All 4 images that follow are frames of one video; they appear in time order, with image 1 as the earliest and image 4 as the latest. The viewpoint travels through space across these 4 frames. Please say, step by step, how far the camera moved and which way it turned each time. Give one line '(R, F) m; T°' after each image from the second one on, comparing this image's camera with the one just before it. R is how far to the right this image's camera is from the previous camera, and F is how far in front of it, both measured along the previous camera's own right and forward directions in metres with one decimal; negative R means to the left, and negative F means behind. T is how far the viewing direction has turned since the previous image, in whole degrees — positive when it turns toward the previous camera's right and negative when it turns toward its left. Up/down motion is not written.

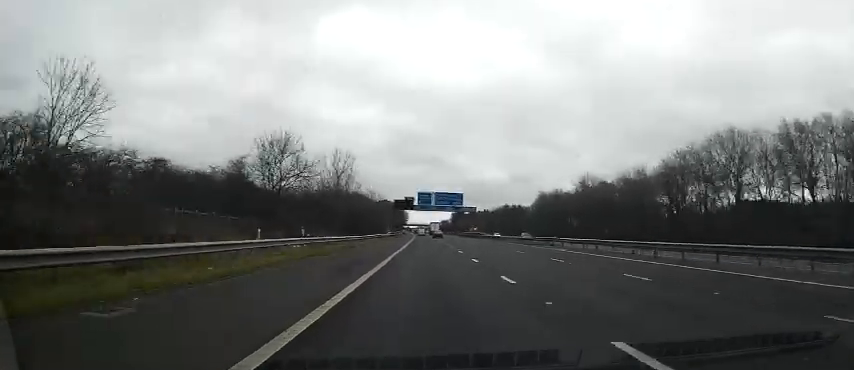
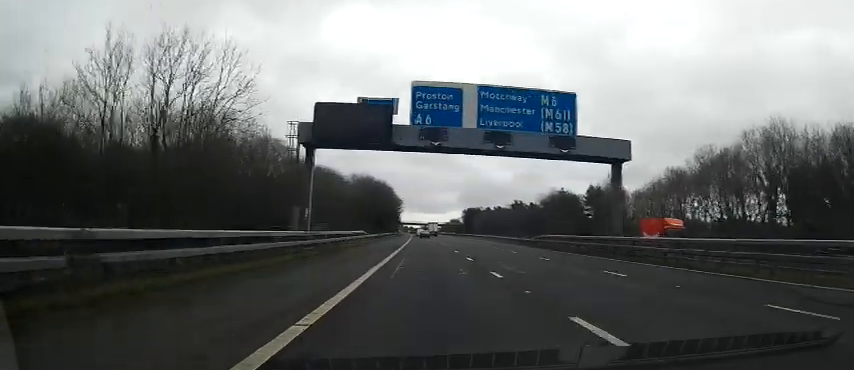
(-0.3, +87.1) m; -1°
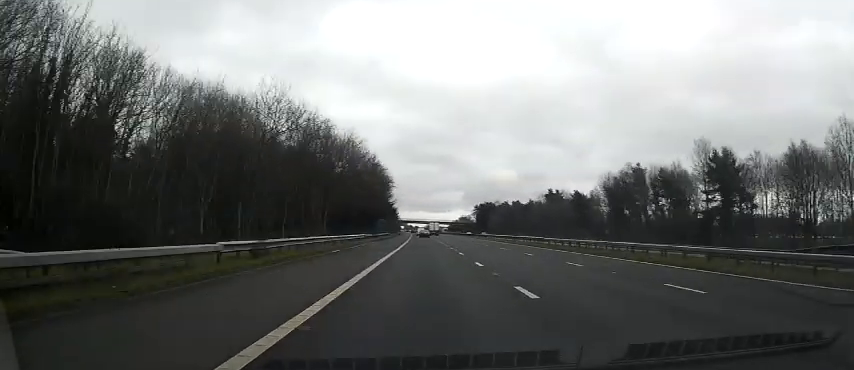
(+0.4, +49.3) m; +1°
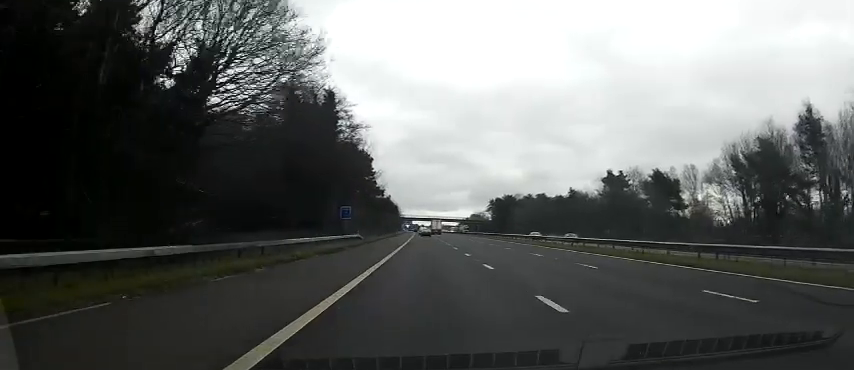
(-0.9, +45.8) m; -2°
